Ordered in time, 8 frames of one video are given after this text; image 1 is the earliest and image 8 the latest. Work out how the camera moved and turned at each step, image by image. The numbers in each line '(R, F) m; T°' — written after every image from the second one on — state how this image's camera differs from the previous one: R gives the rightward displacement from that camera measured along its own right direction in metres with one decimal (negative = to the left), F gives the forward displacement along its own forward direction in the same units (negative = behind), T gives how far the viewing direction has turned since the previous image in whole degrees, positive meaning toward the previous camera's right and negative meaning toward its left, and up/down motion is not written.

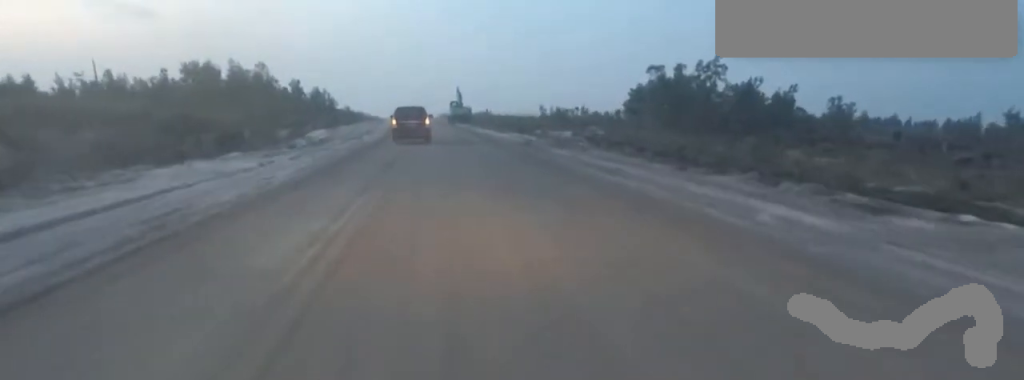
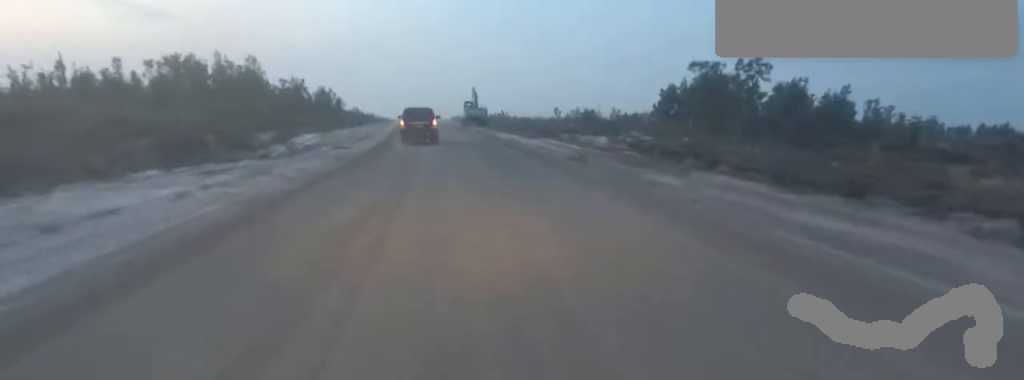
(+0.3, +11.4) m; +4°
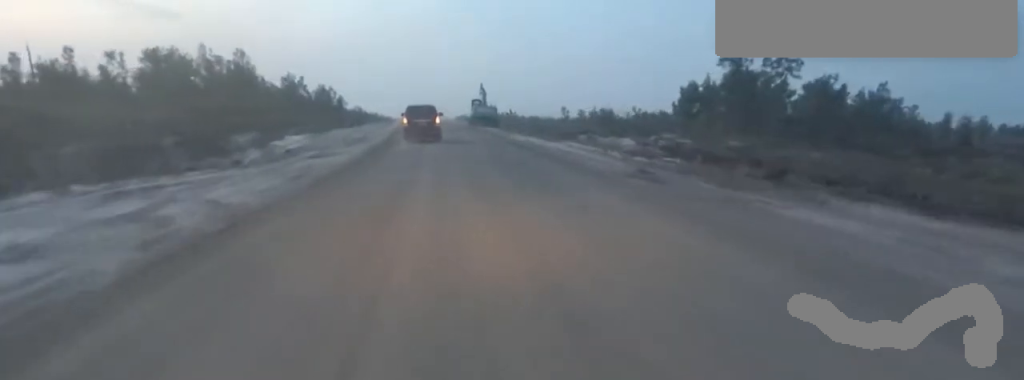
(+0.2, +7.0) m; +2°
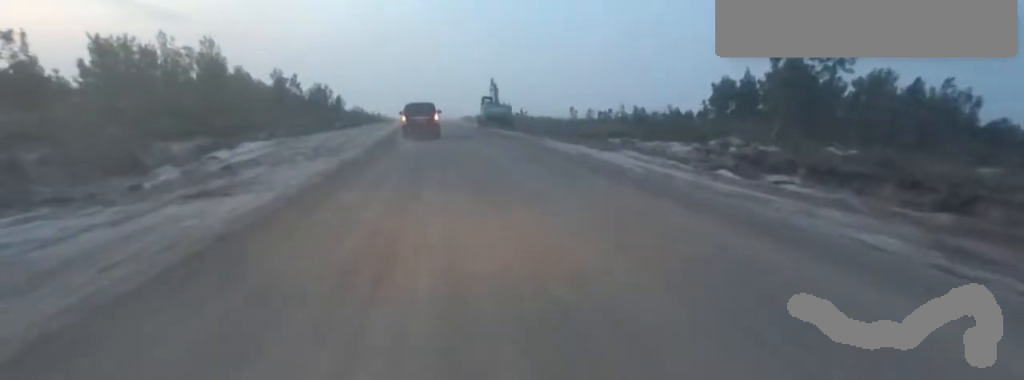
(+0.1, +11.5) m; 0°
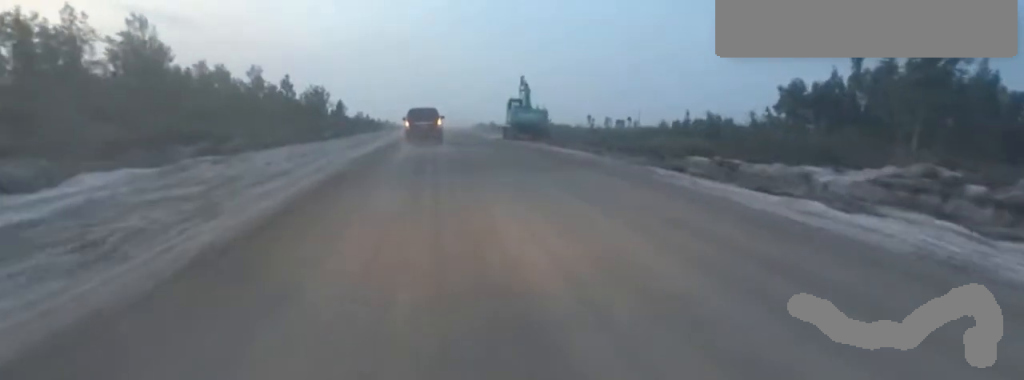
(-0.1, +17.9) m; -3°
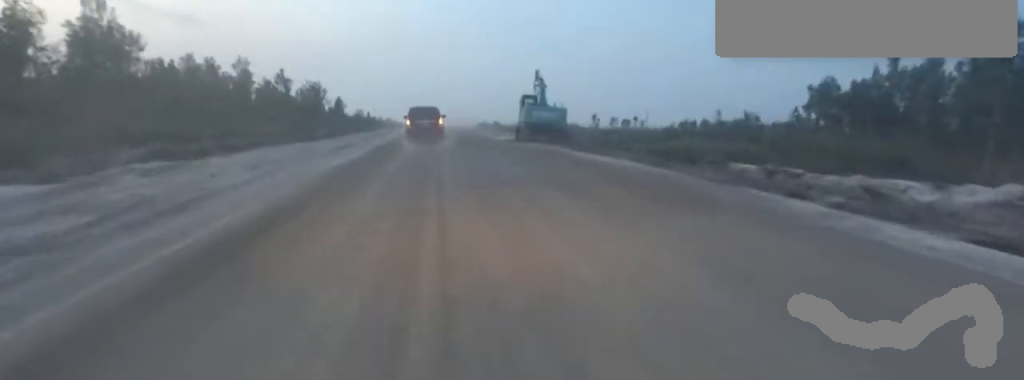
(+0.1, +6.5) m; -4°
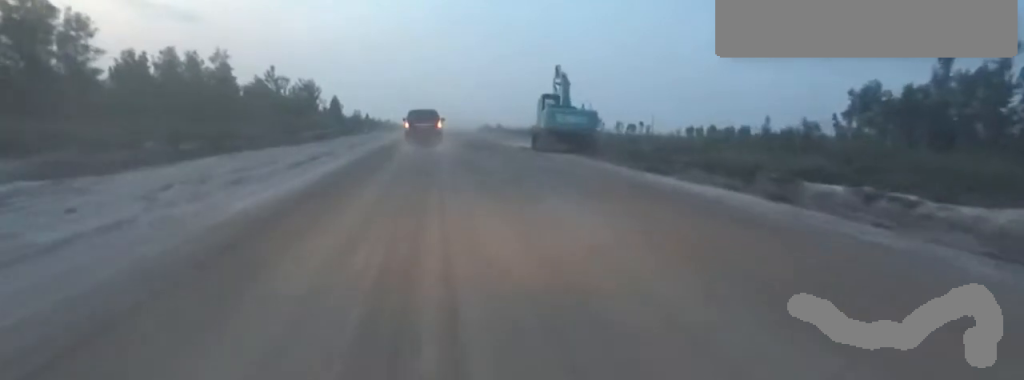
(-0.7, +8.4) m; -4°
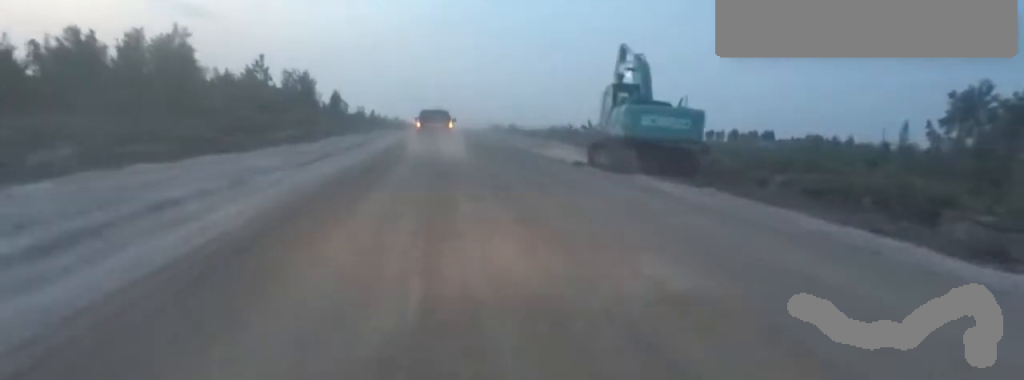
(+0.1, +13.8) m; +5°
